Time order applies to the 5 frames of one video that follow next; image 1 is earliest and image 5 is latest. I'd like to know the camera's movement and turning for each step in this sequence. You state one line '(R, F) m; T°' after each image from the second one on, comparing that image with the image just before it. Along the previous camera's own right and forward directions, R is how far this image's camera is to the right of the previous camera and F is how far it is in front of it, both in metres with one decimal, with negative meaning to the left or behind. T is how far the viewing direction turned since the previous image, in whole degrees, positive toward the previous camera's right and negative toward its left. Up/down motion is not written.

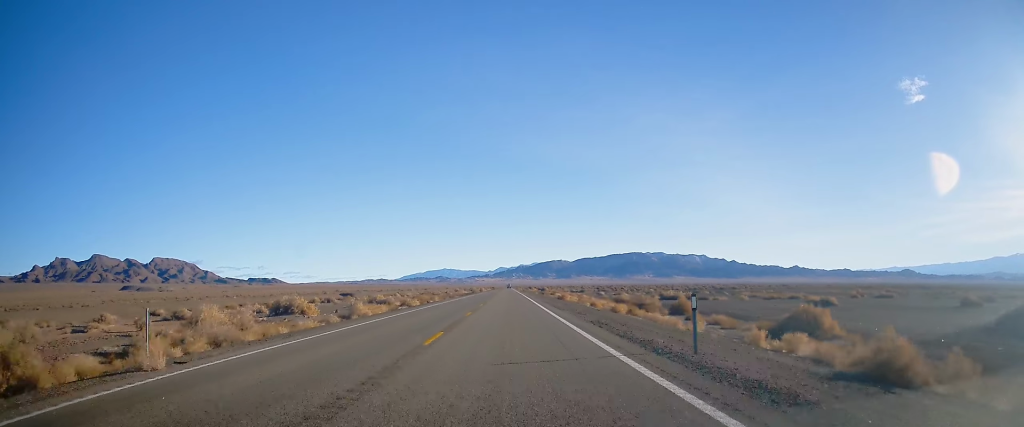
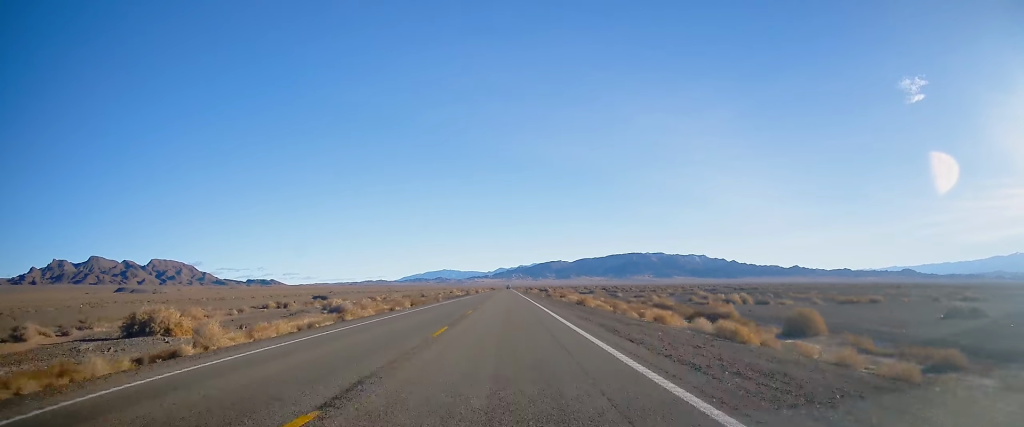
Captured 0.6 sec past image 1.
(0.0, +22.3) m; 0°
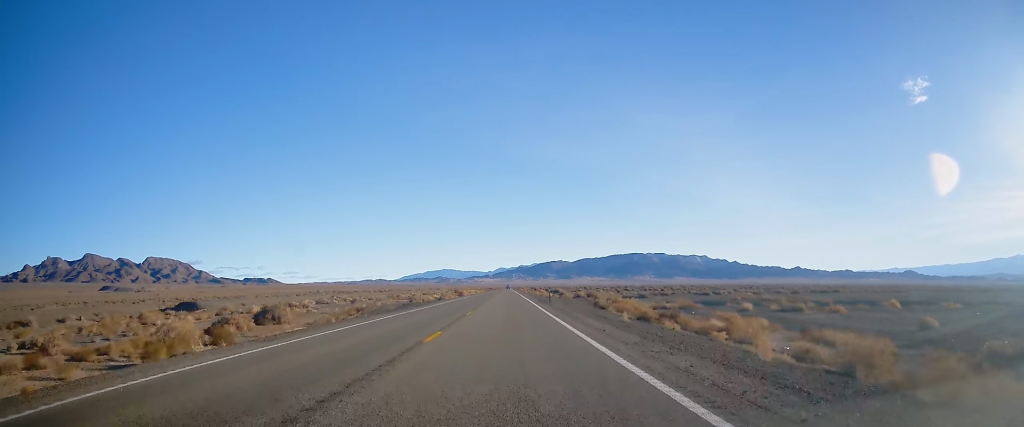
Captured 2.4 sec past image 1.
(-0.3, +62.0) m; -1°
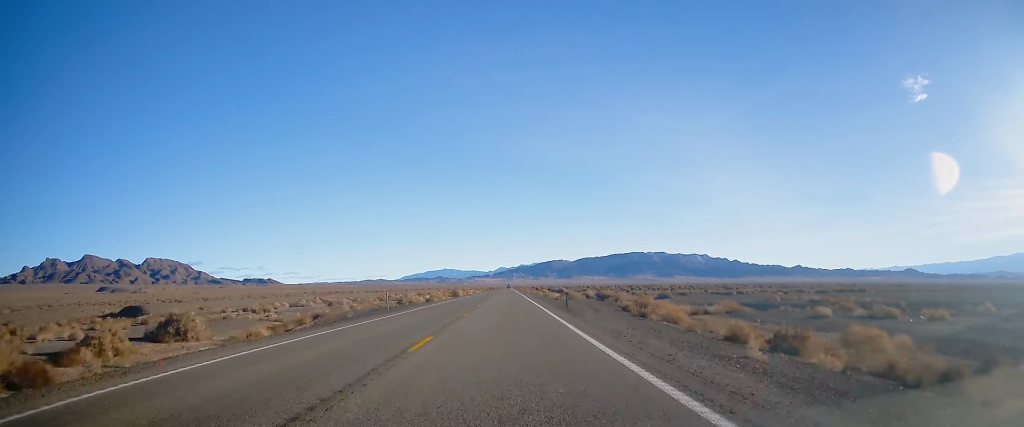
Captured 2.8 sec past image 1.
(-0.1, +14.0) m; 0°
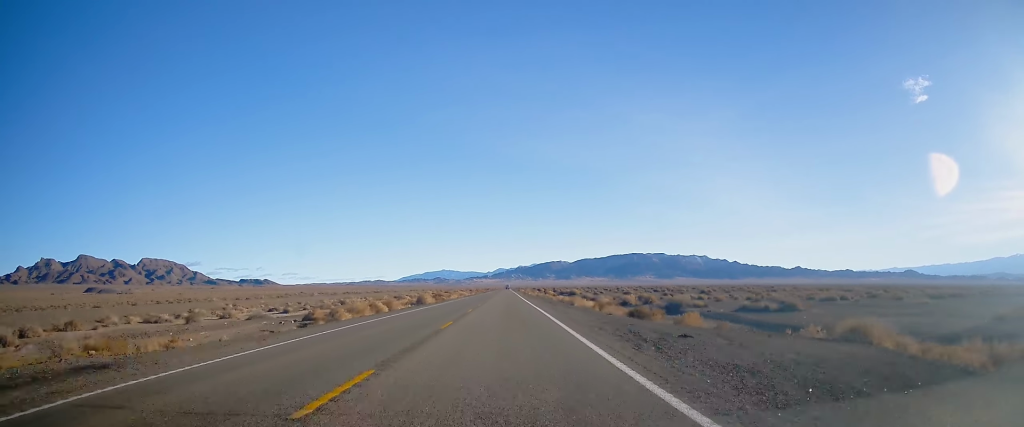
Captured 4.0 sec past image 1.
(+0.1, +42.1) m; +1°
